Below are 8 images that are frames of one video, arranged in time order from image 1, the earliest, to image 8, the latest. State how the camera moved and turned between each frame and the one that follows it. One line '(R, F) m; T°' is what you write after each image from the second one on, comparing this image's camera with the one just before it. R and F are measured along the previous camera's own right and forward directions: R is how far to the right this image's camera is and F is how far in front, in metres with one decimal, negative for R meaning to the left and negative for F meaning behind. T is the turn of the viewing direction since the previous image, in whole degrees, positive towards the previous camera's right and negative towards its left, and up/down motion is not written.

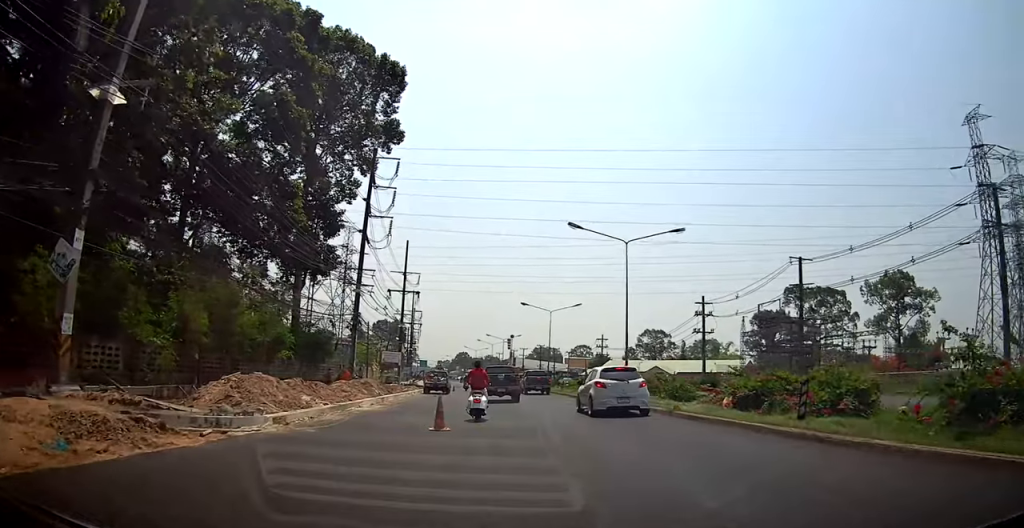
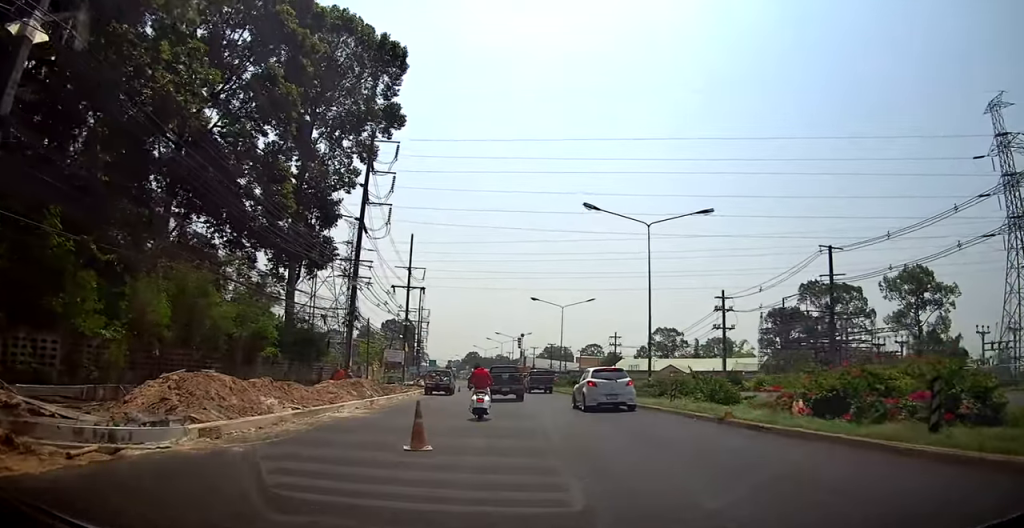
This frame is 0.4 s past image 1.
(0.0, +4.0) m; 0°
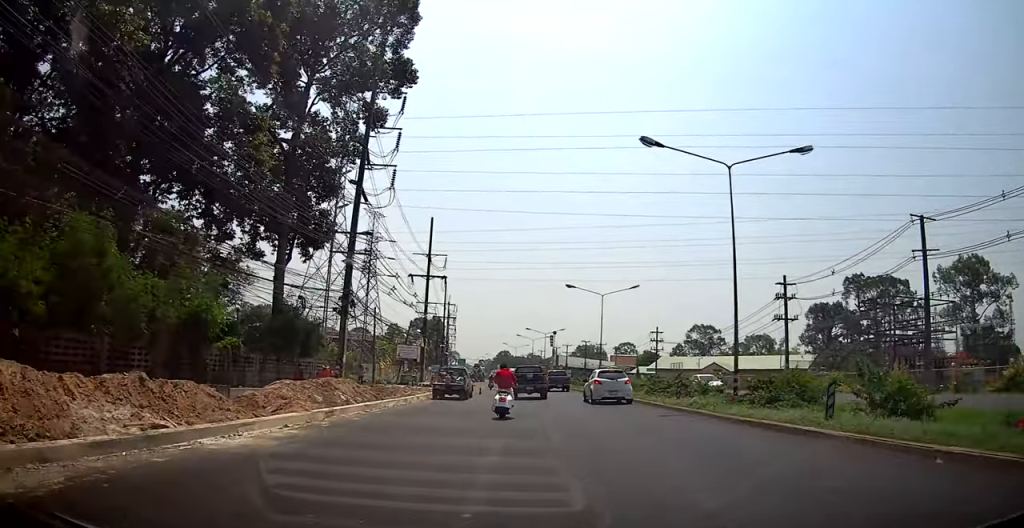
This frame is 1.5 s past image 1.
(-0.1, +9.3) m; -2°
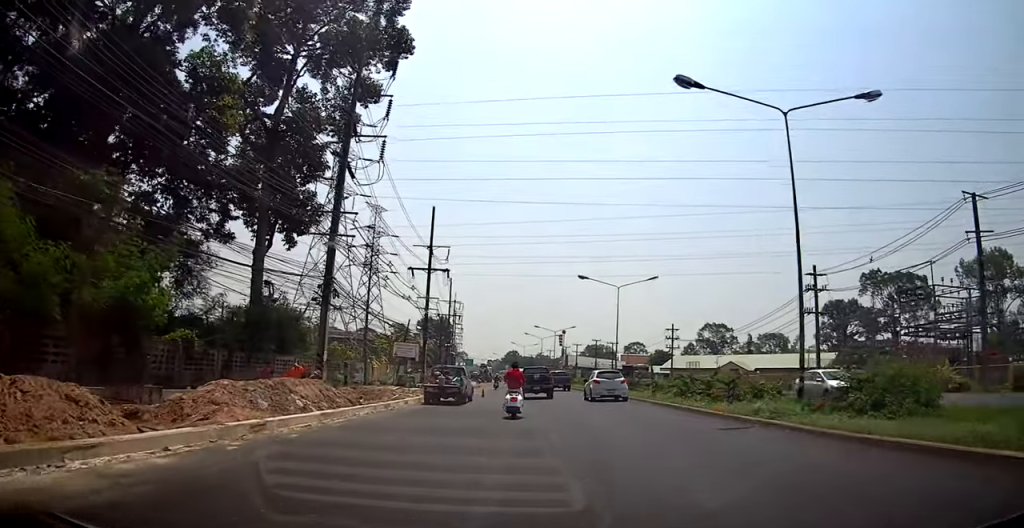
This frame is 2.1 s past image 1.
(0.0, +5.3) m; -1°
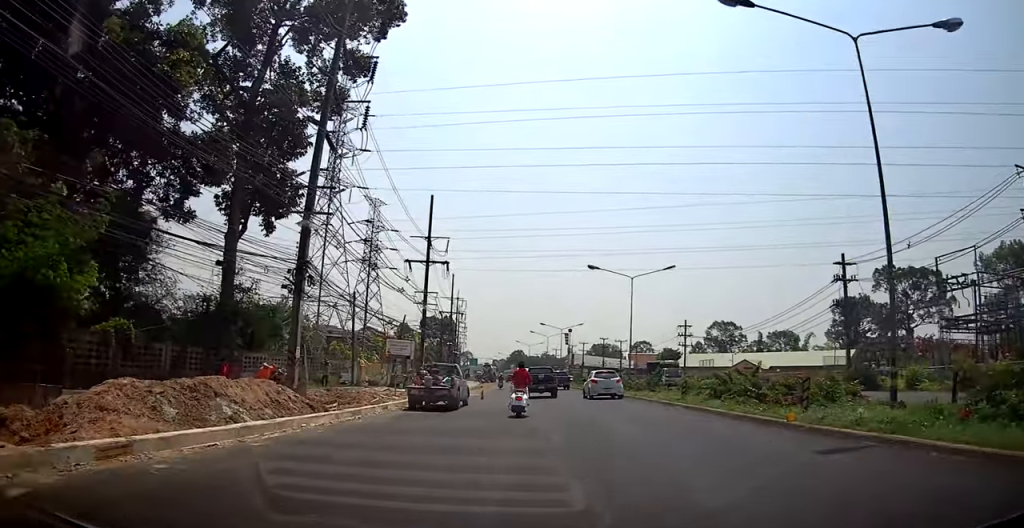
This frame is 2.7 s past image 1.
(-0.2, +4.6) m; 0°
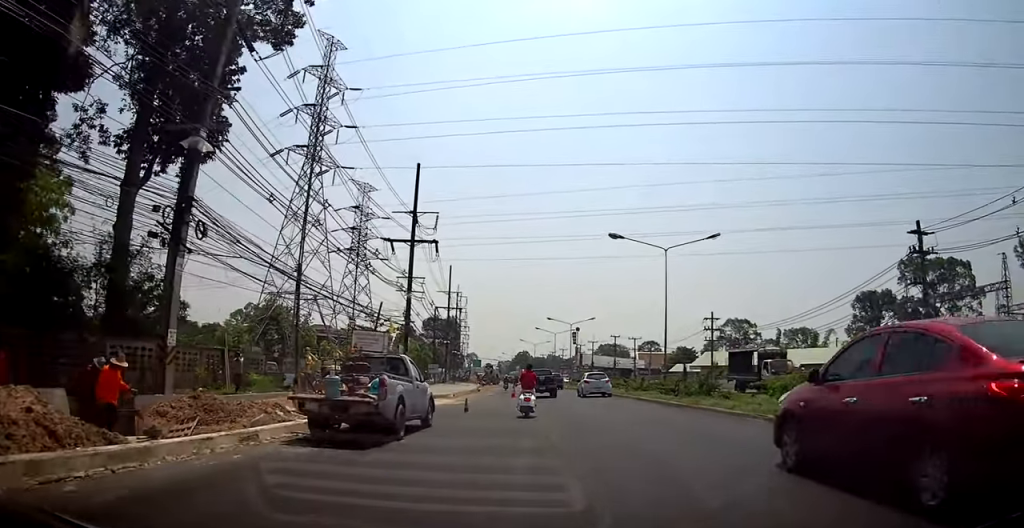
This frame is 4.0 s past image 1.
(+0.2, +10.3) m; -1°
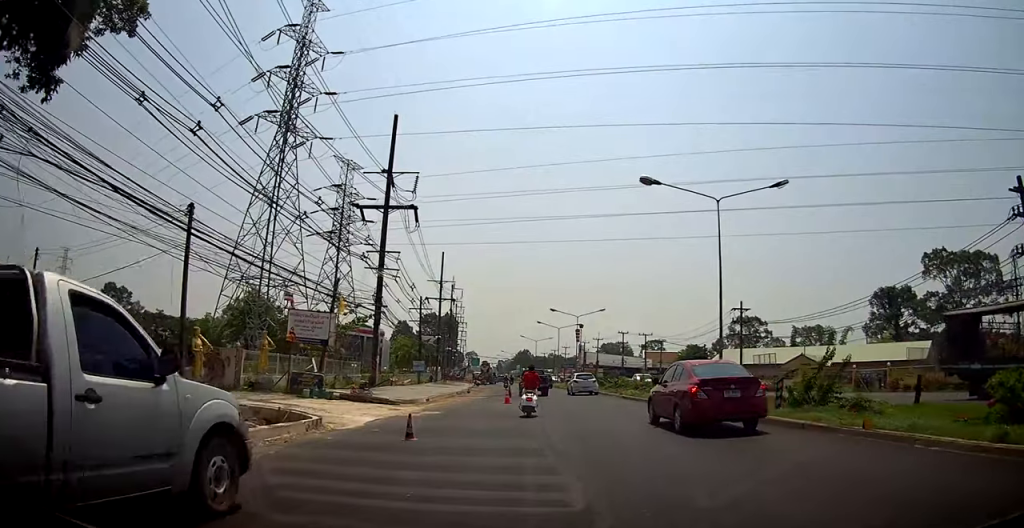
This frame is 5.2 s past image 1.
(-0.6, +9.4) m; -4°
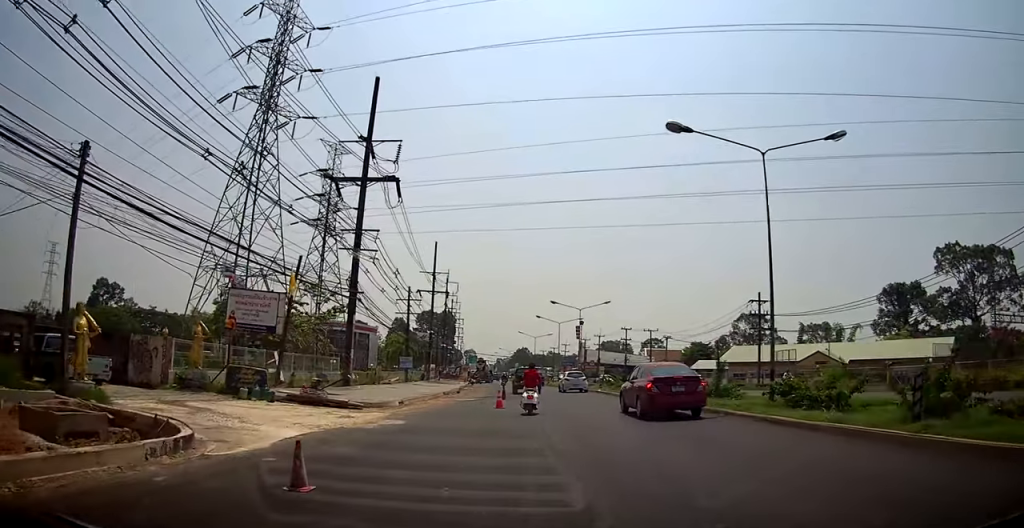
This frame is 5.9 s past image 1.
(-0.1, +5.1) m; +1°
